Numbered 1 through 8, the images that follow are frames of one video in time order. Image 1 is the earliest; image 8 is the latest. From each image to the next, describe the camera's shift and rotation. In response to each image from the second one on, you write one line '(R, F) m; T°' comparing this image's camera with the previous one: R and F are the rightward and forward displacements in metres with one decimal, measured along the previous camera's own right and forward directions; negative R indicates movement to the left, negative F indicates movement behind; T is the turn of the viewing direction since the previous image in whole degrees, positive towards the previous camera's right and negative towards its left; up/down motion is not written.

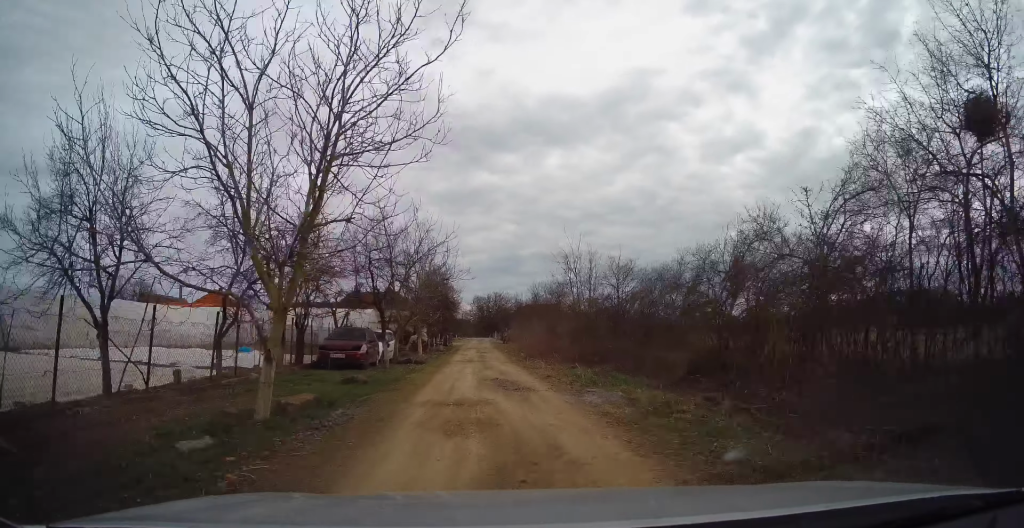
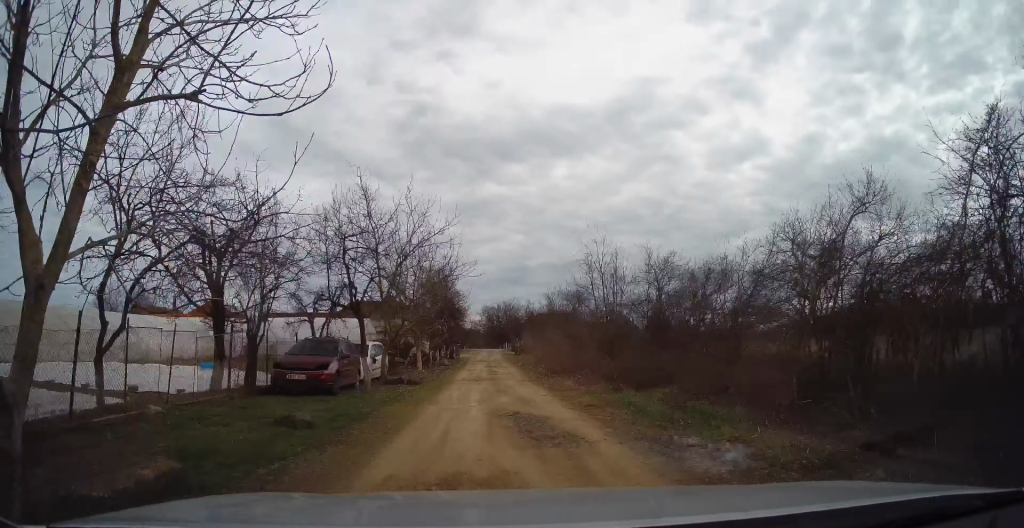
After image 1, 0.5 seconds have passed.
(0.0, +4.7) m; +1°
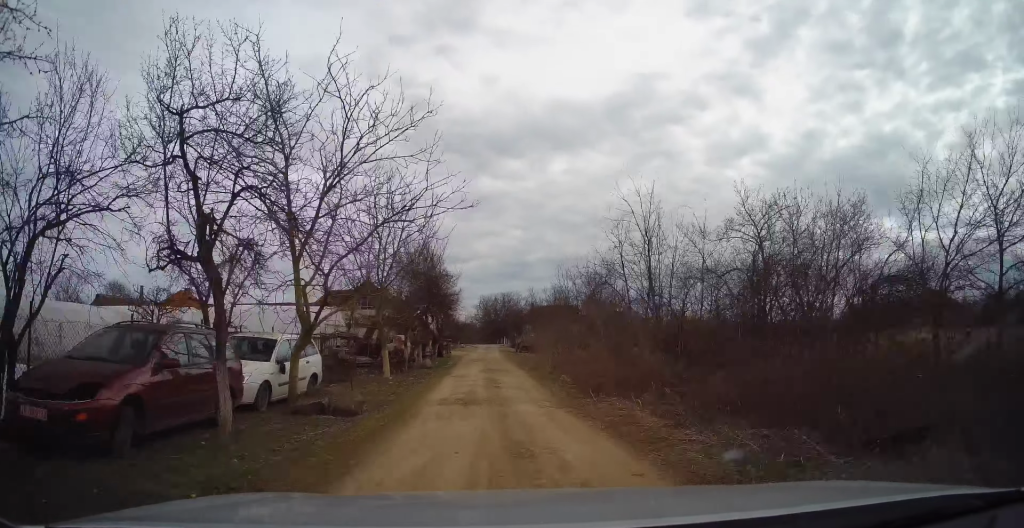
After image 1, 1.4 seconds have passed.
(0.0, +8.2) m; +1°
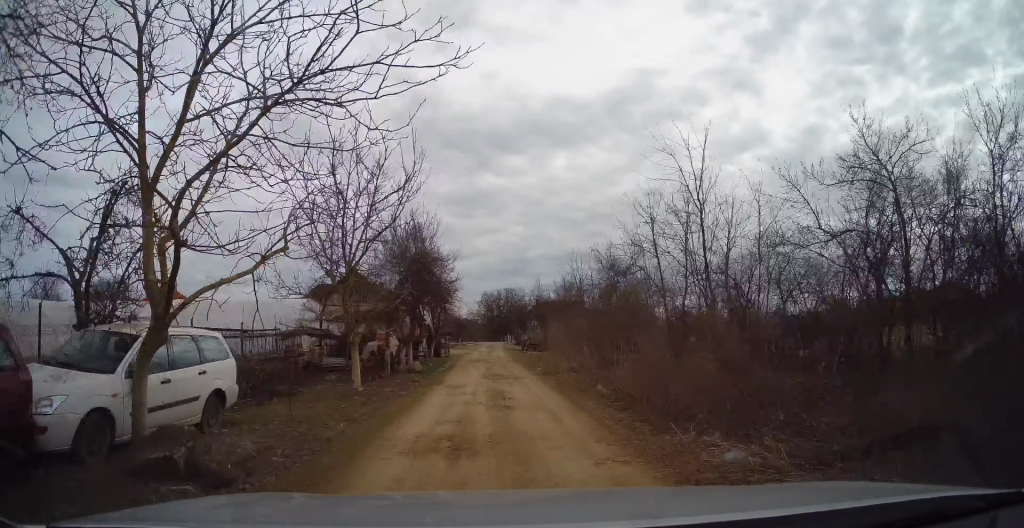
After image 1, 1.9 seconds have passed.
(+0.2, +4.8) m; -1°
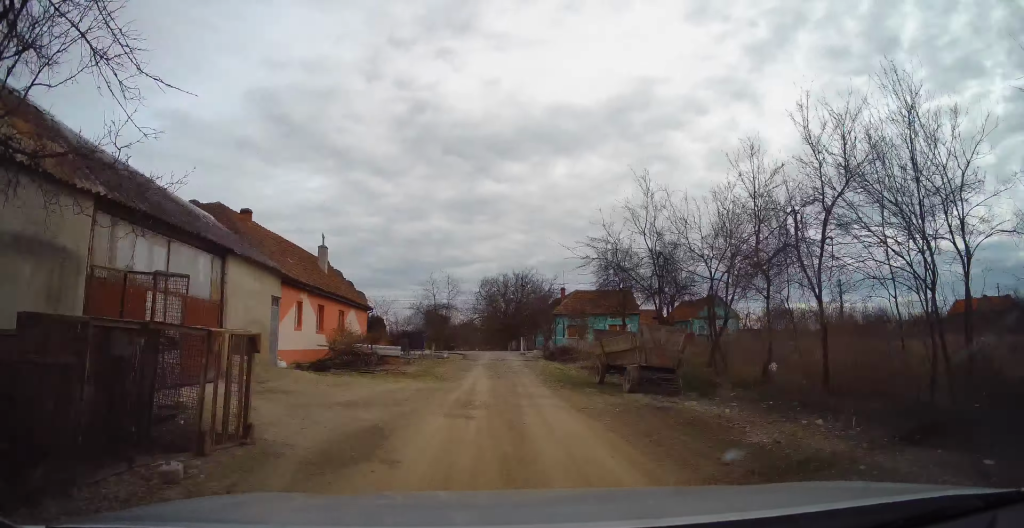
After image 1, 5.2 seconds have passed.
(-0.2, +33.4) m; +1°
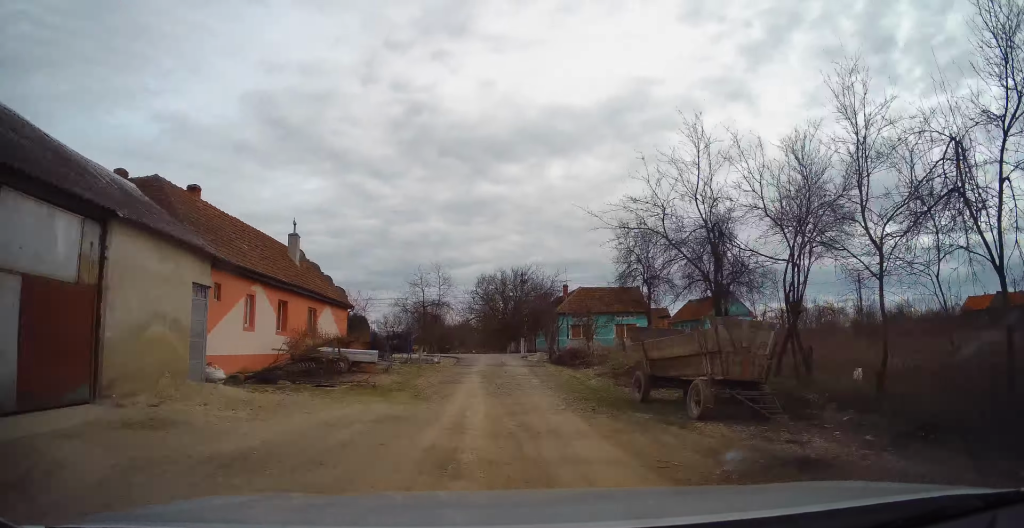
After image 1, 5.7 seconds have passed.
(+0.2, +4.5) m; -1°
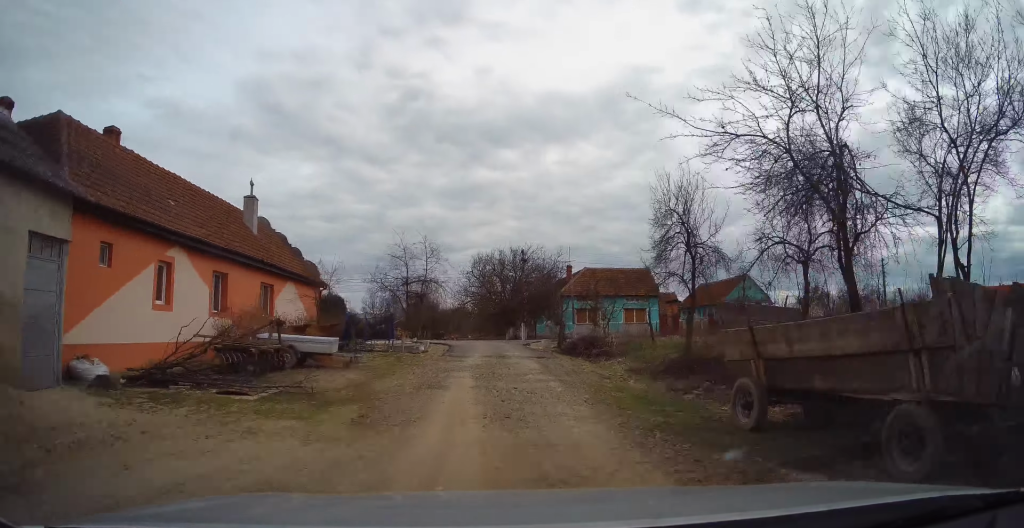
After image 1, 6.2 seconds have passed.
(+0.1, +5.0) m; -1°
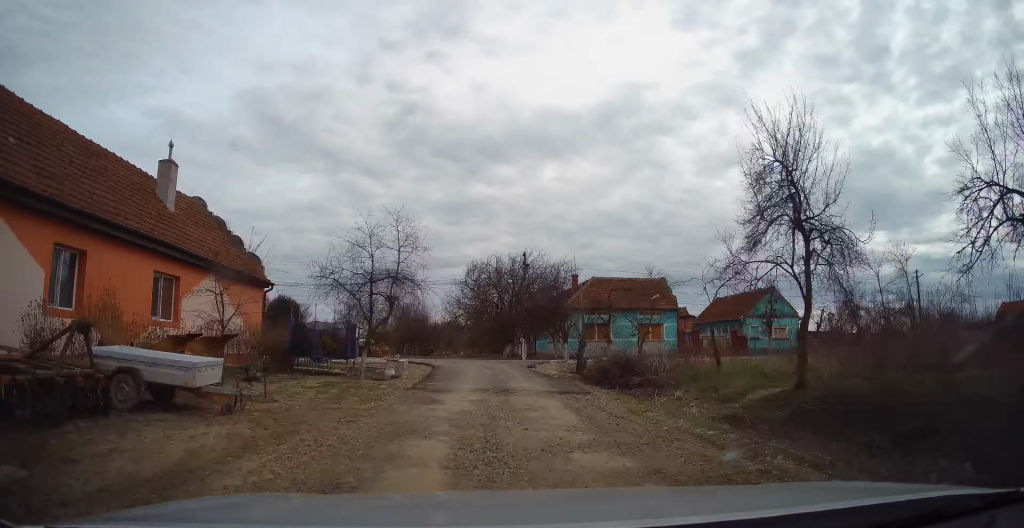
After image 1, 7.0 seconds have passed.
(-0.4, +6.7) m; 0°
